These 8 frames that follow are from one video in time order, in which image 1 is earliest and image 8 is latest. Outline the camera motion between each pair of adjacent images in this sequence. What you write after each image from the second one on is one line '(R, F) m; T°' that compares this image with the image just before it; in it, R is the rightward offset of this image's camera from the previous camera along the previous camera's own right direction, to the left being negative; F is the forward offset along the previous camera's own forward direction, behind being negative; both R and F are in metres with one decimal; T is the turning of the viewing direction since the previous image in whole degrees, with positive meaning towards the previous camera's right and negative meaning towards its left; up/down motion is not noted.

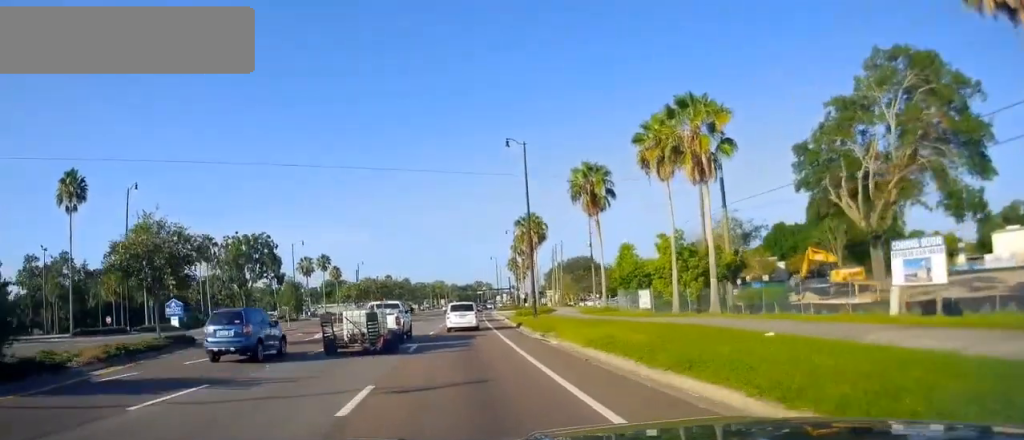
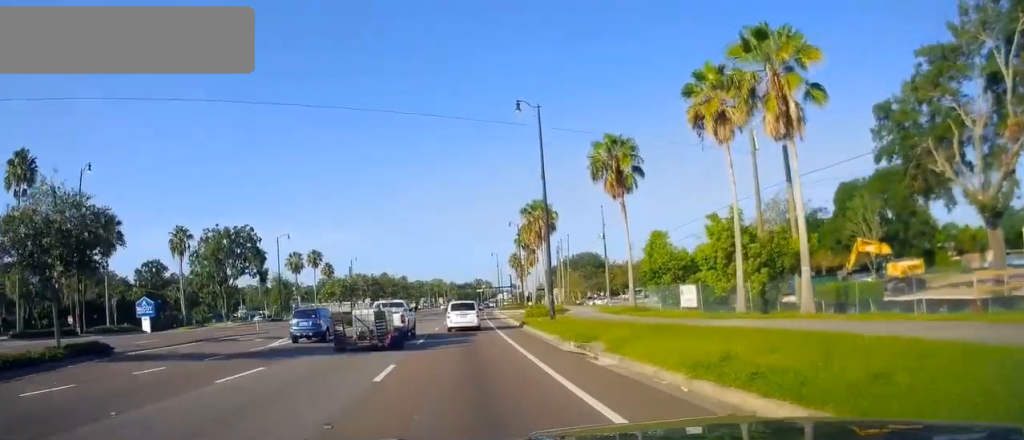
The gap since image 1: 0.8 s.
(-0.2, +8.2) m; +1°
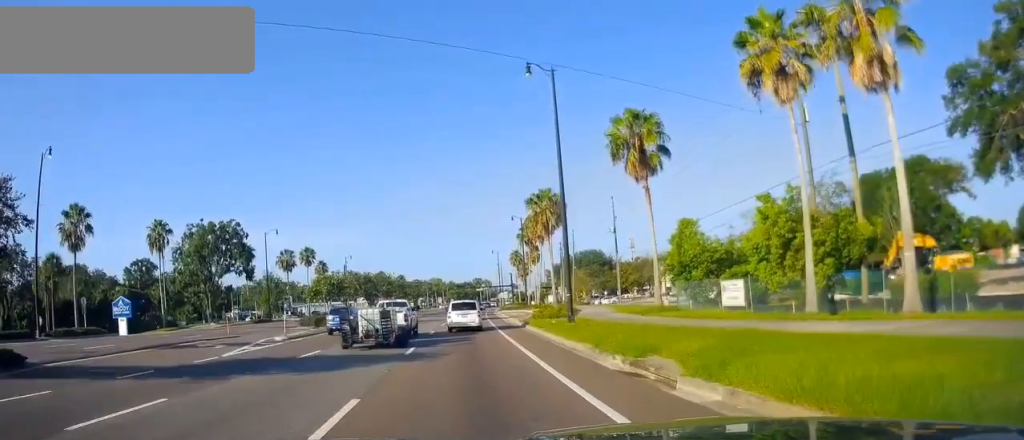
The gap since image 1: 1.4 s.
(+0.2, +5.6) m; 0°
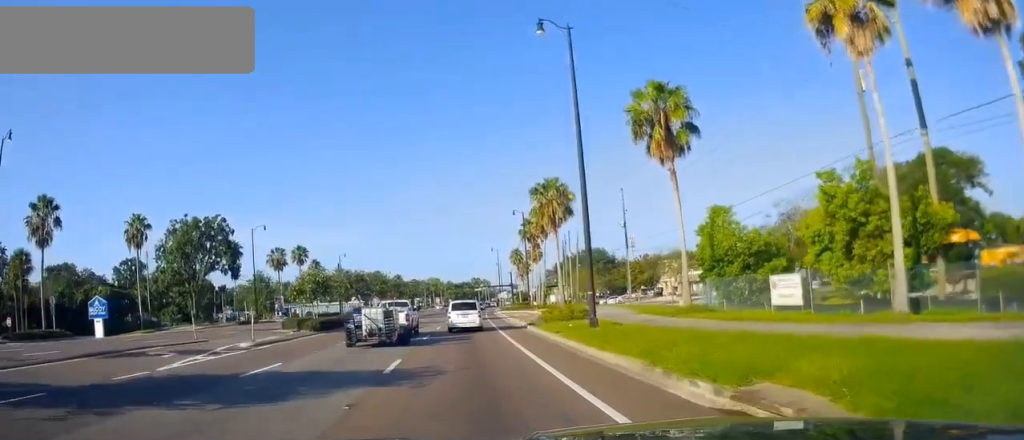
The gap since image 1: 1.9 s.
(+0.2, +5.0) m; 0°
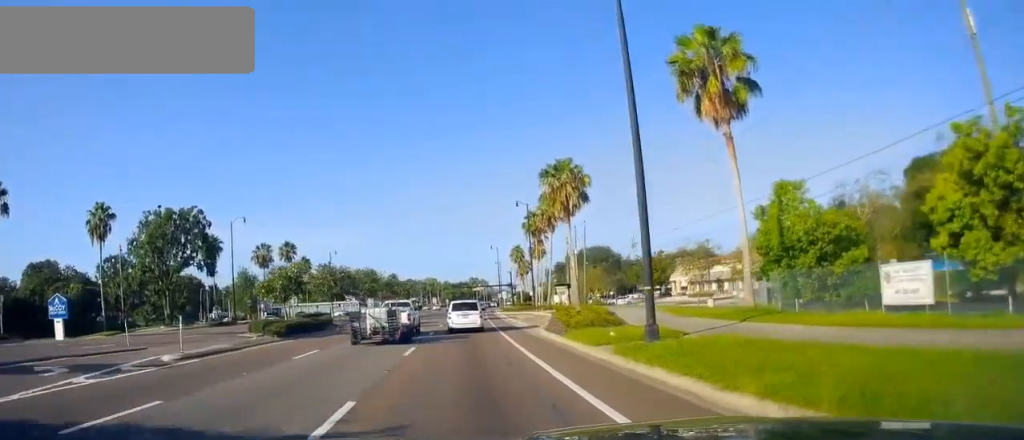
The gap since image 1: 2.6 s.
(-0.3, +7.3) m; -3°
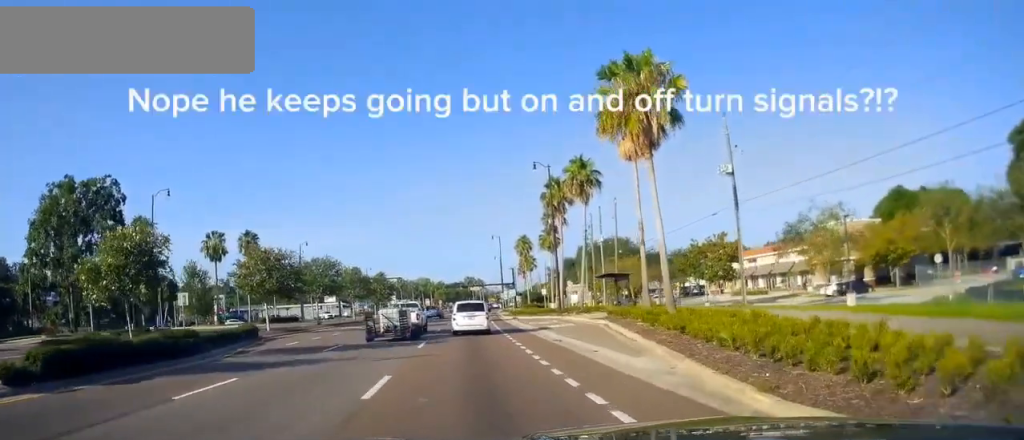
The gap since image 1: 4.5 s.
(+1.0, +20.1) m; +5°
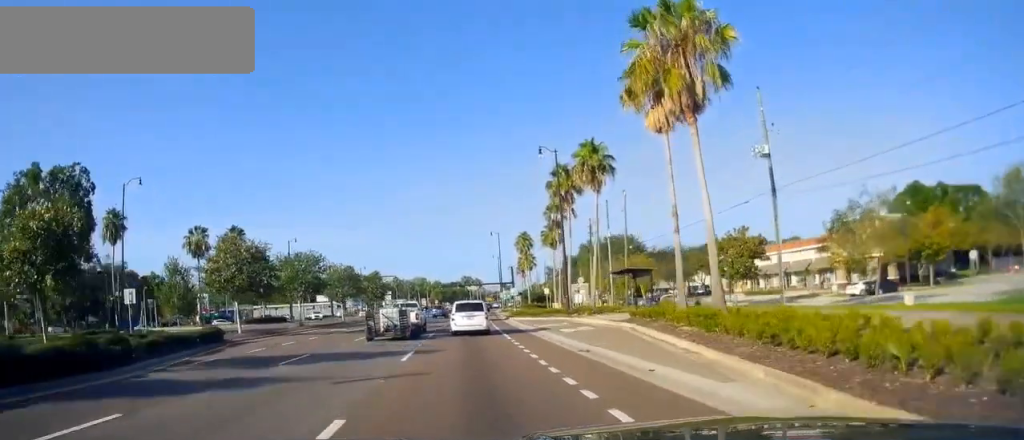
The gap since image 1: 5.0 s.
(+0.1, +5.2) m; 0°
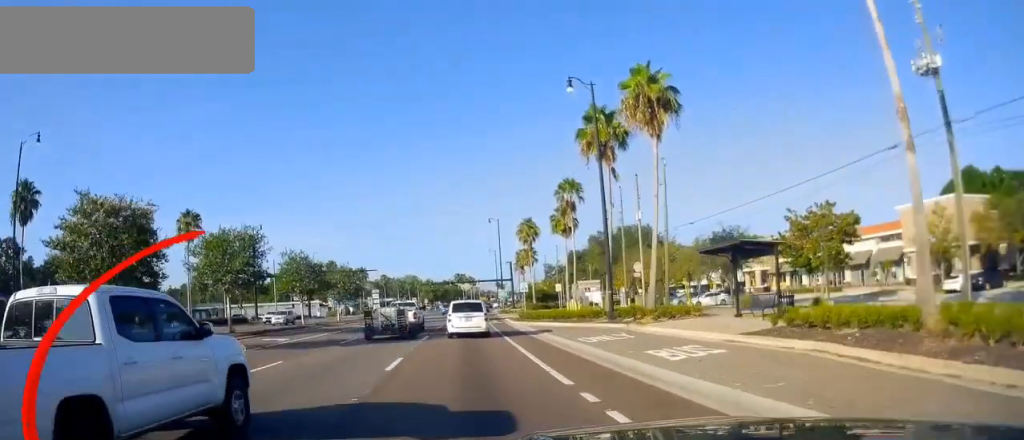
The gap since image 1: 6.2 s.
(-0.5, +14.4) m; 0°
